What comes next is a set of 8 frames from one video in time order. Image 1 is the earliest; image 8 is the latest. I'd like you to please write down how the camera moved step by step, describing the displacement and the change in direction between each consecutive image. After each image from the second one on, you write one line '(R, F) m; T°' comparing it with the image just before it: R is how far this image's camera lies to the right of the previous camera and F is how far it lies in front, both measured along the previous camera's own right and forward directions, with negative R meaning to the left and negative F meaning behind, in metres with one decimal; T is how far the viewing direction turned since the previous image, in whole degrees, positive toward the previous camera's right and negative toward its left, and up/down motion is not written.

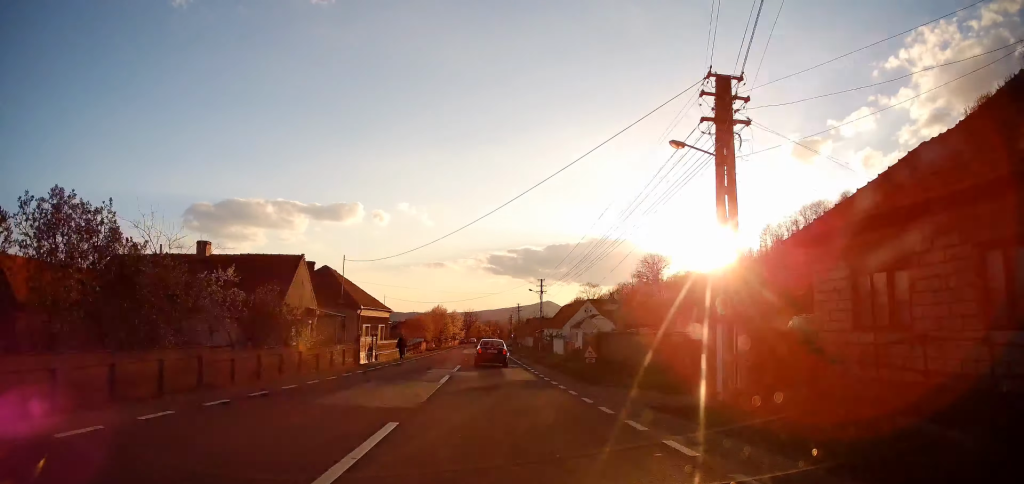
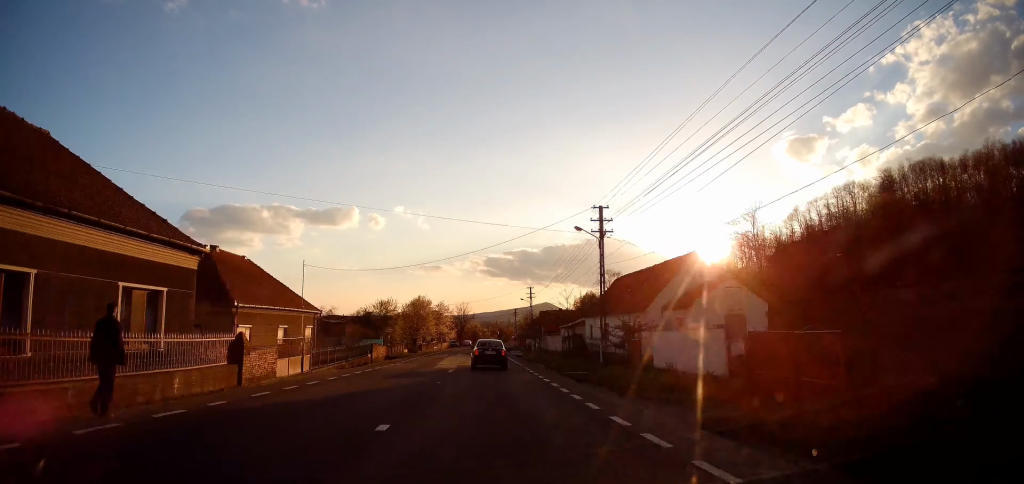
(-0.3, +31.2) m; -1°
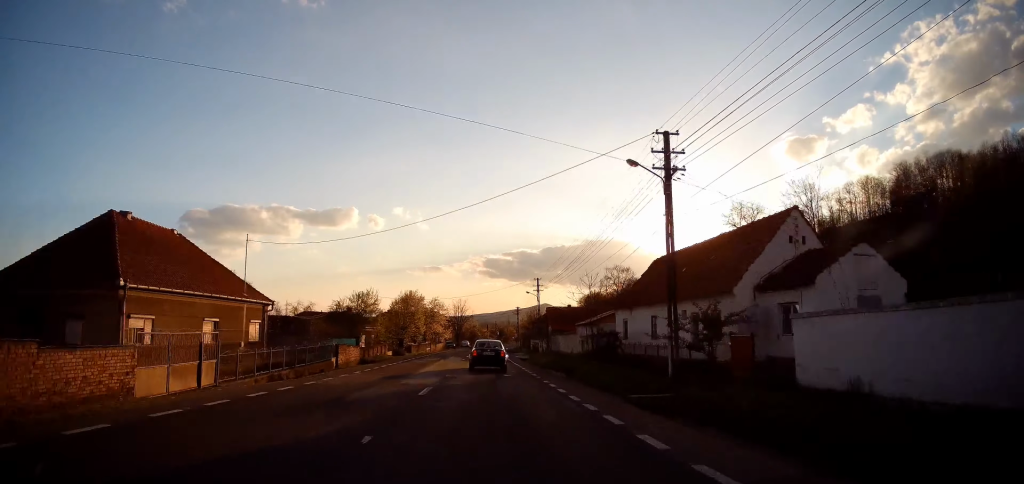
(+0.1, +9.9) m; 0°
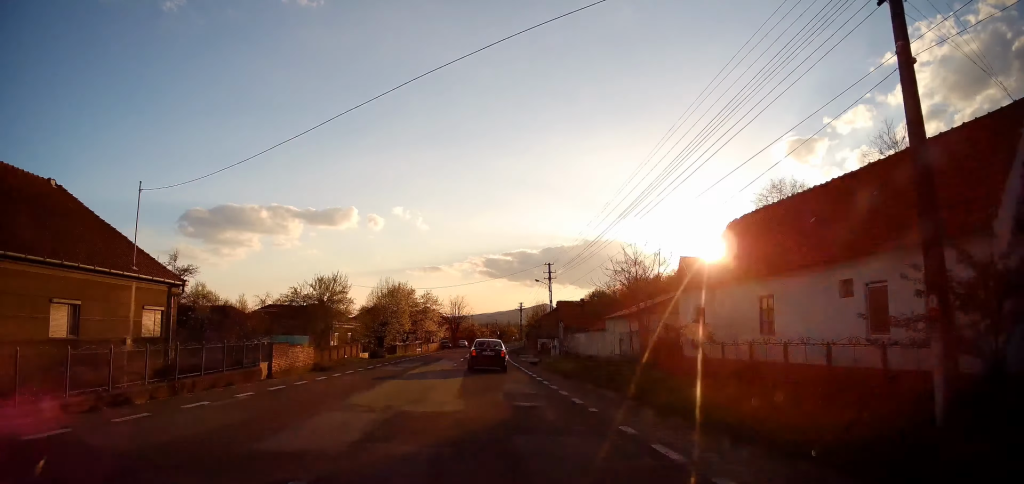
(-0.1, +10.5) m; 0°
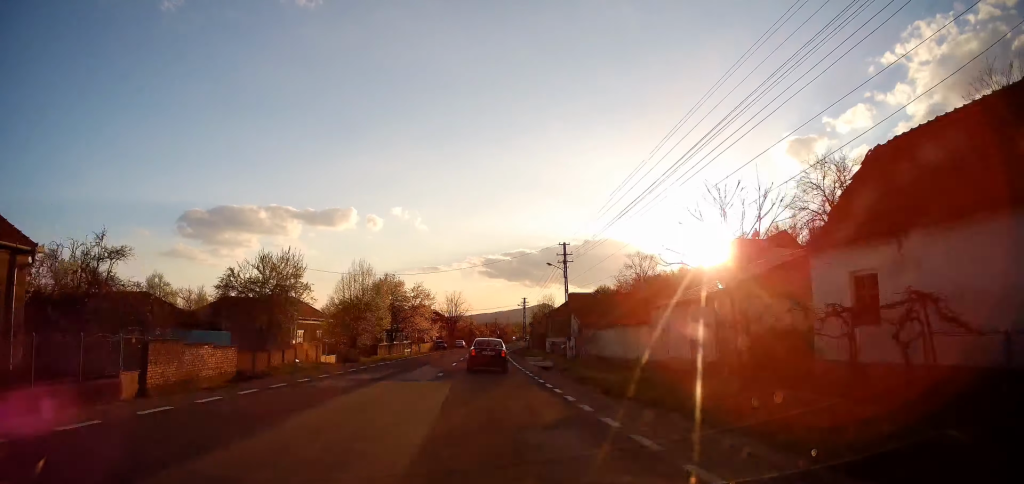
(-0.1, +9.2) m; 0°
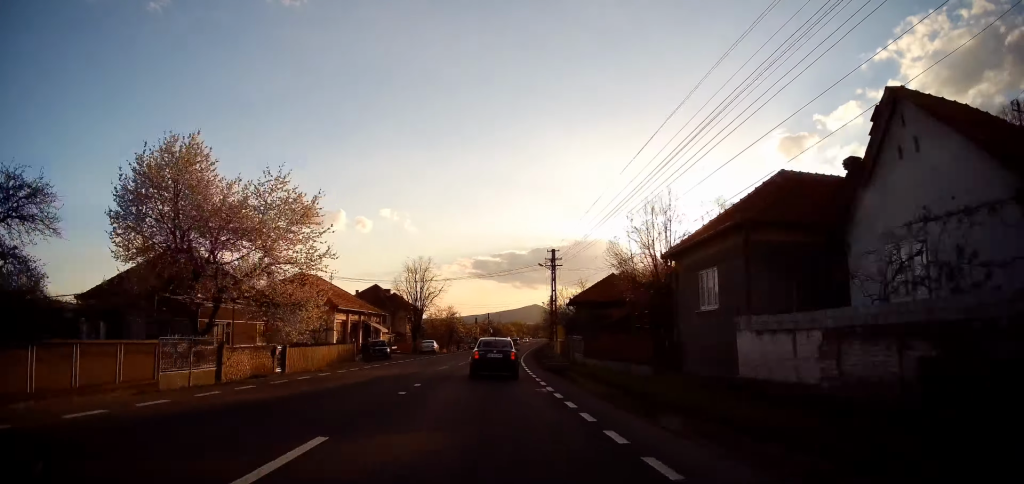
(+0.5, +43.7) m; +1°
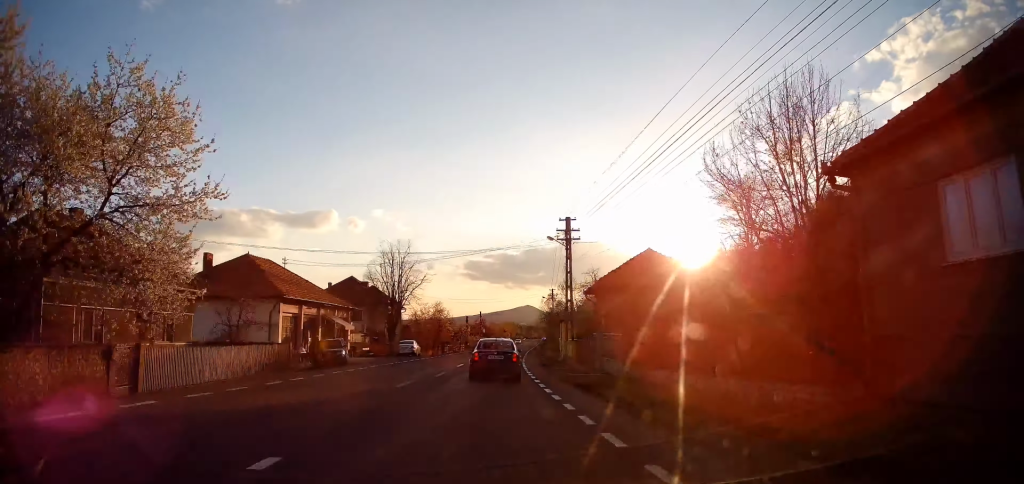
(0.0, +10.6) m; +1°
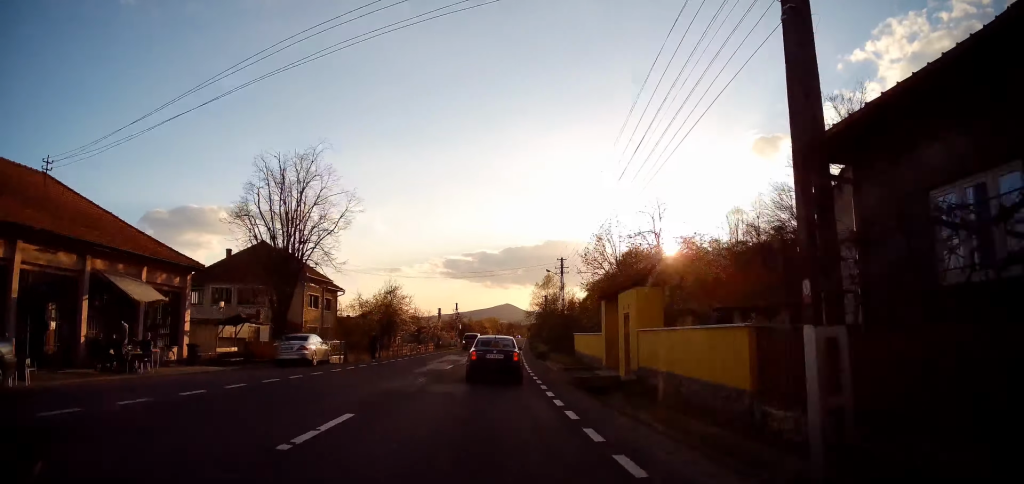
(+0.4, +24.5) m; +1°
